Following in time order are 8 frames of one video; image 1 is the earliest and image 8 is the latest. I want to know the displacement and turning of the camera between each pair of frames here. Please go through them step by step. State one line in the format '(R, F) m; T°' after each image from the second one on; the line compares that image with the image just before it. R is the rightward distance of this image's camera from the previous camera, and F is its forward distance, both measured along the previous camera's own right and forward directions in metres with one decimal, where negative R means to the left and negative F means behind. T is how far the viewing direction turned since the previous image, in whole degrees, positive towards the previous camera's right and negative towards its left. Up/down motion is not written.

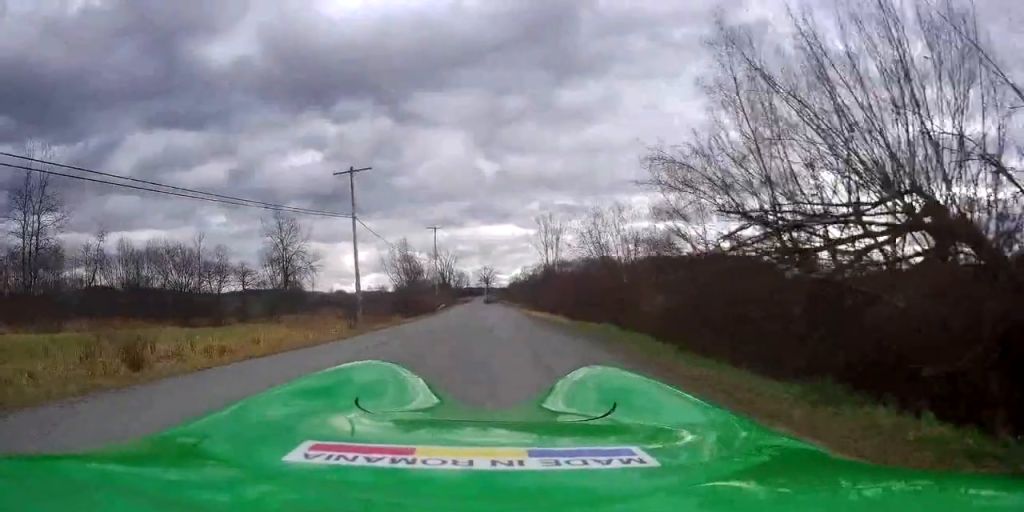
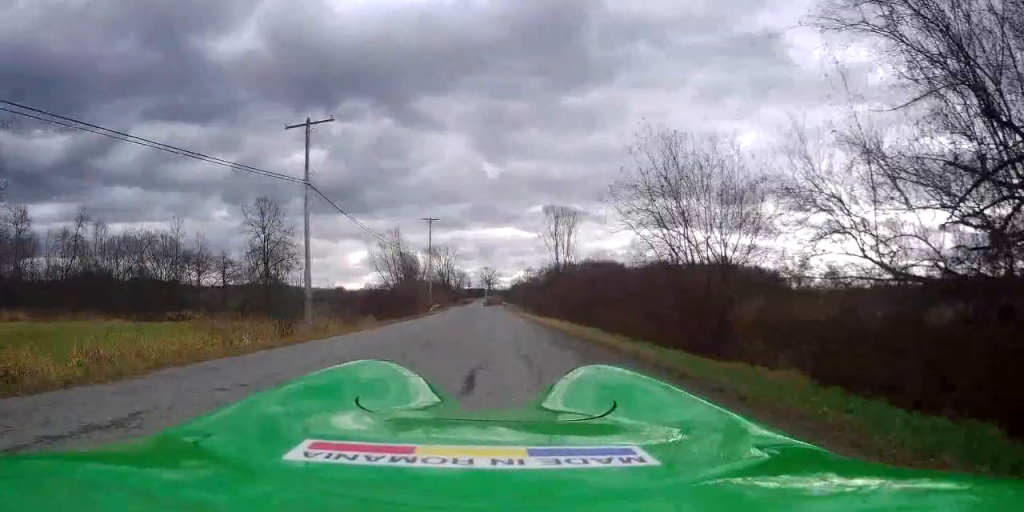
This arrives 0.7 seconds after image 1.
(+0.1, +9.3) m; 0°
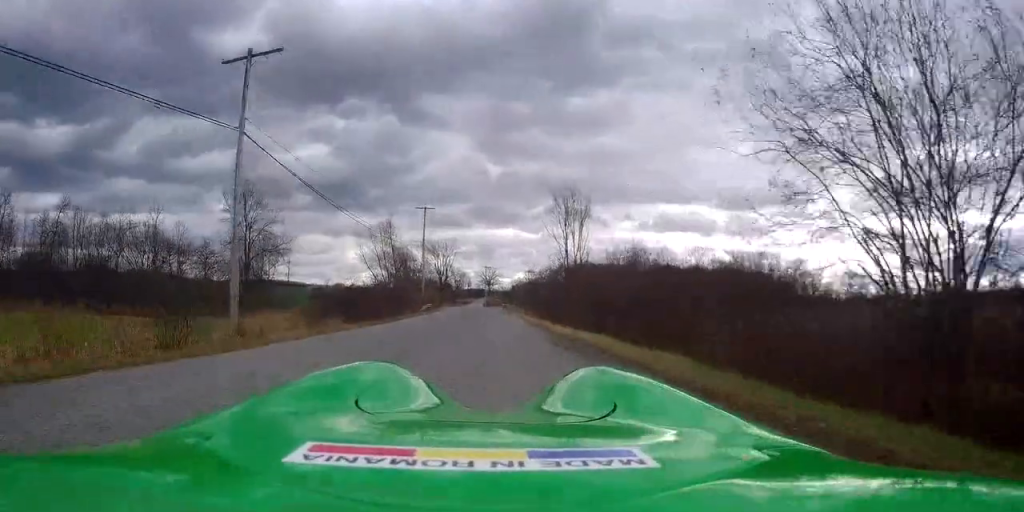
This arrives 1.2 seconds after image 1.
(+0.2, +7.6) m; 0°
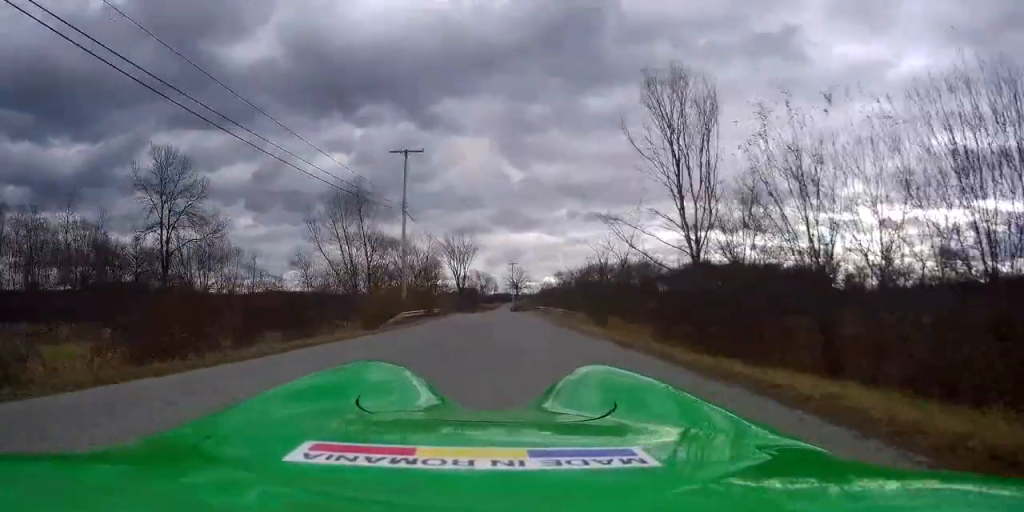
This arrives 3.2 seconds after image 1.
(-0.8, +27.7) m; -2°
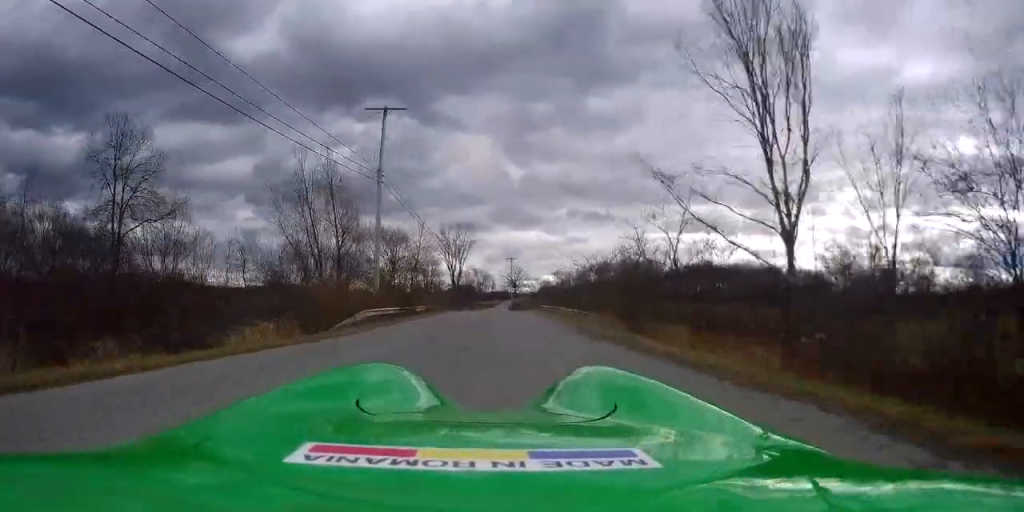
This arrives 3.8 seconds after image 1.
(0.0, +8.1) m; -1°
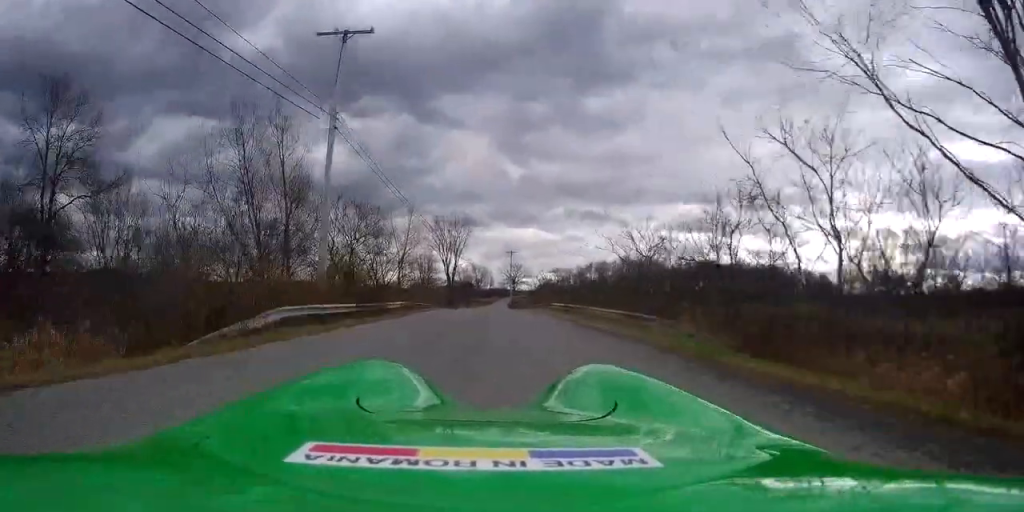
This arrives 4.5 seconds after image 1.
(0.0, +9.8) m; -1°
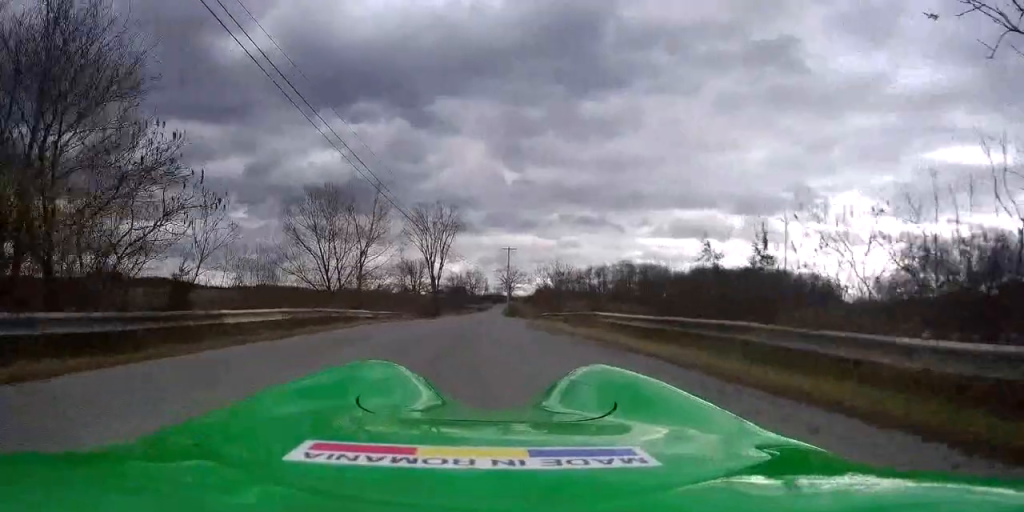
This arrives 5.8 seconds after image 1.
(-0.4, +18.4) m; 0°
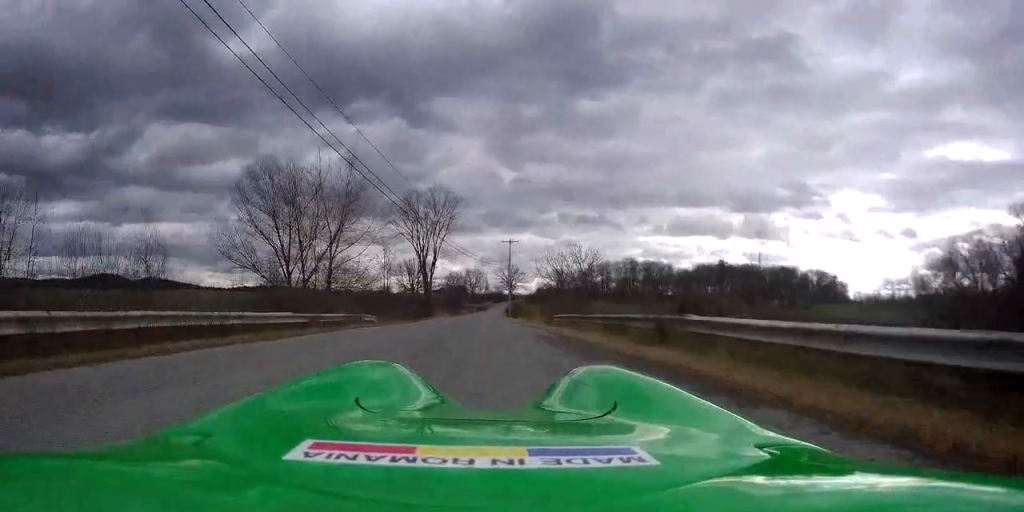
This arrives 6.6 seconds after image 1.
(+0.1, +10.2) m; +1°
